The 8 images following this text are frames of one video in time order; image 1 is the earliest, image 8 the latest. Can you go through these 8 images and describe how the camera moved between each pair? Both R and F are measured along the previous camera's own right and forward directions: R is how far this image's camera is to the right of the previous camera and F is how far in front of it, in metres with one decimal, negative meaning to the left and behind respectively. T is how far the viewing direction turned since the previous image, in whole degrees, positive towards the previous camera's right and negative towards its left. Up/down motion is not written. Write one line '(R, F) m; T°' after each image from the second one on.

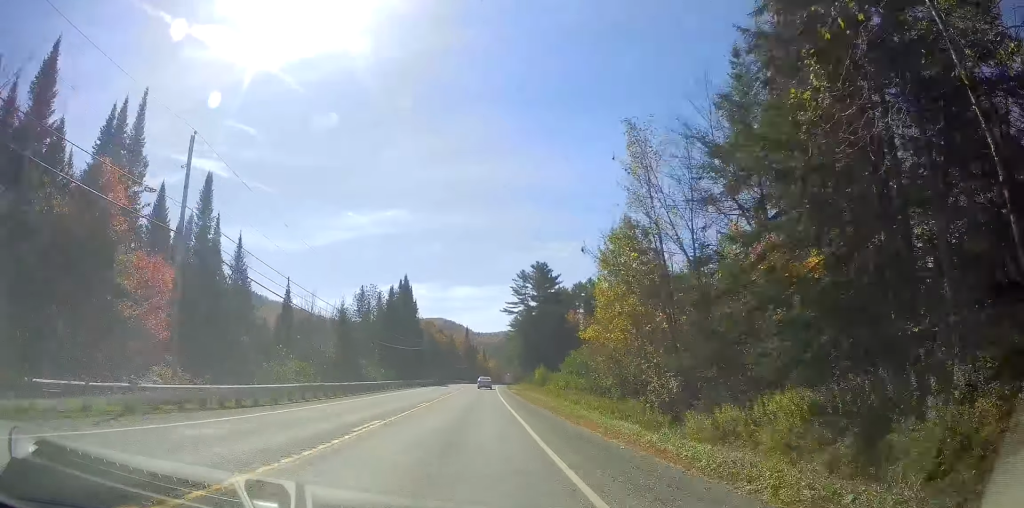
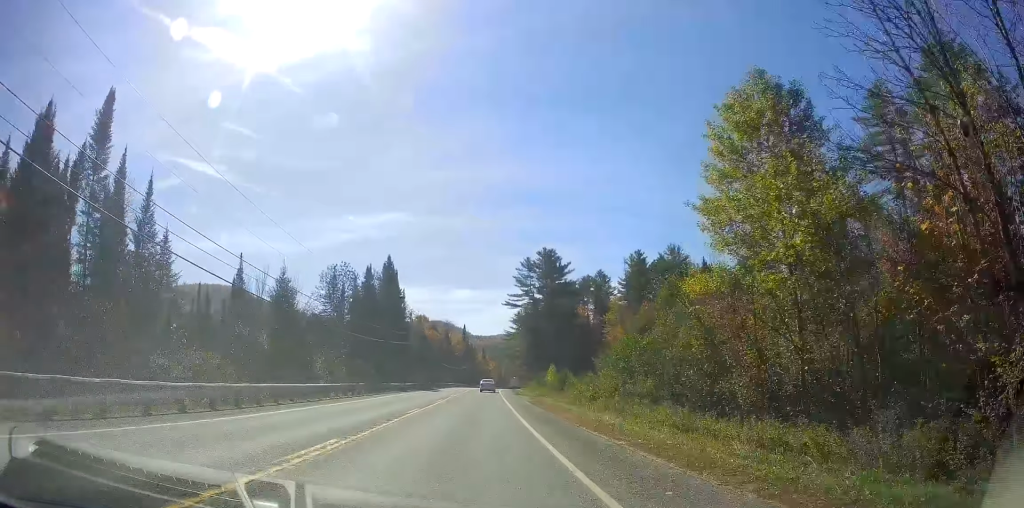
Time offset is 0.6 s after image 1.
(0.0, +17.9) m; 0°
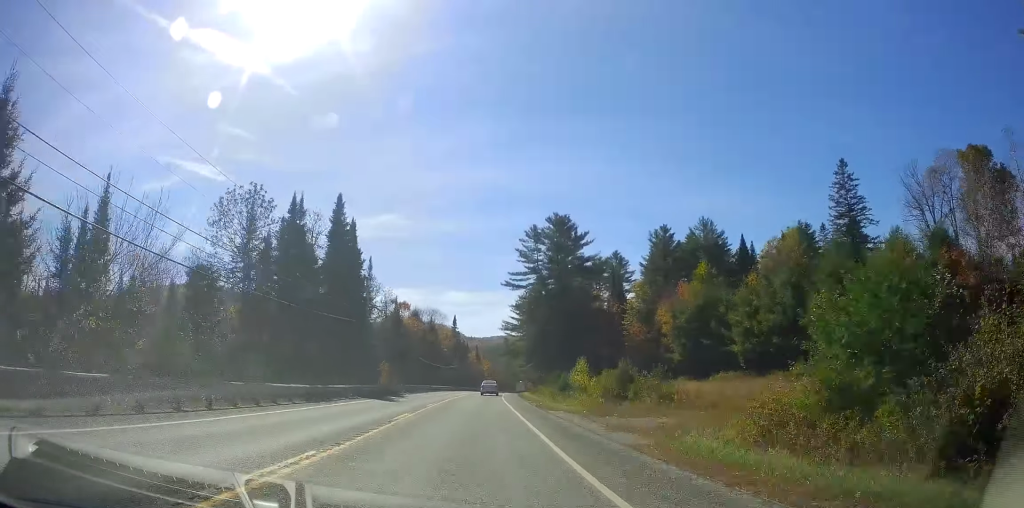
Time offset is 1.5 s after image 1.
(-0.1, +27.8) m; 0°
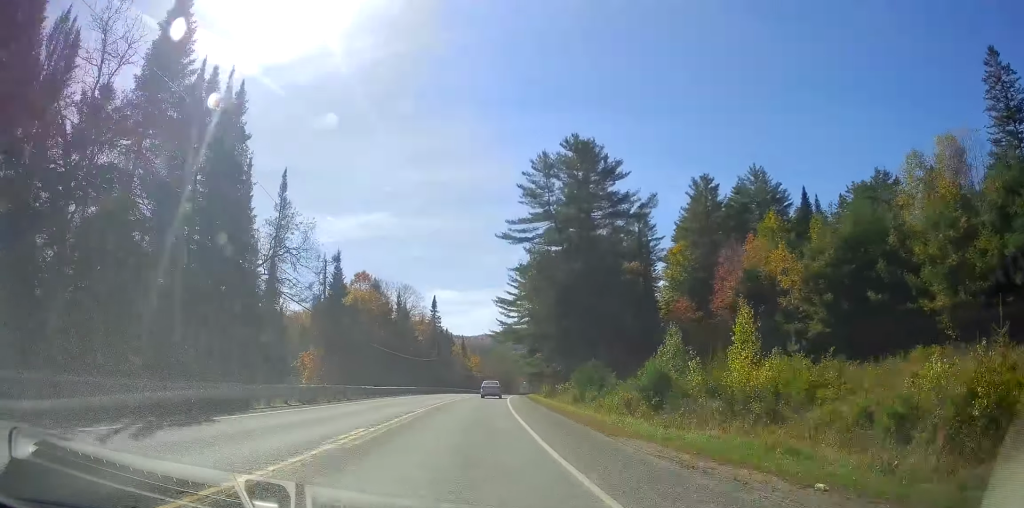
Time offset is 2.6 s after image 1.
(0.0, +32.2) m; +1°
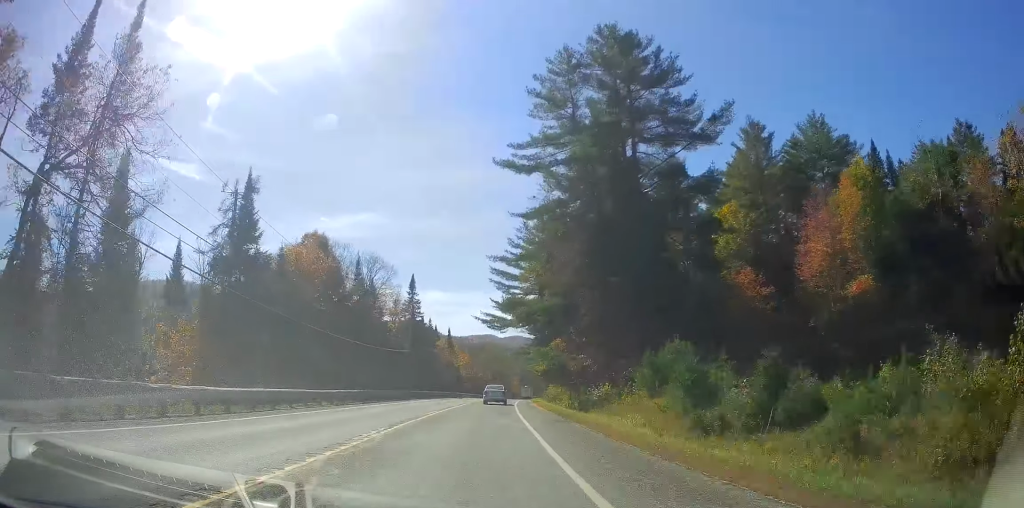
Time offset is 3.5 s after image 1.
(+0.1, +24.2) m; +2°
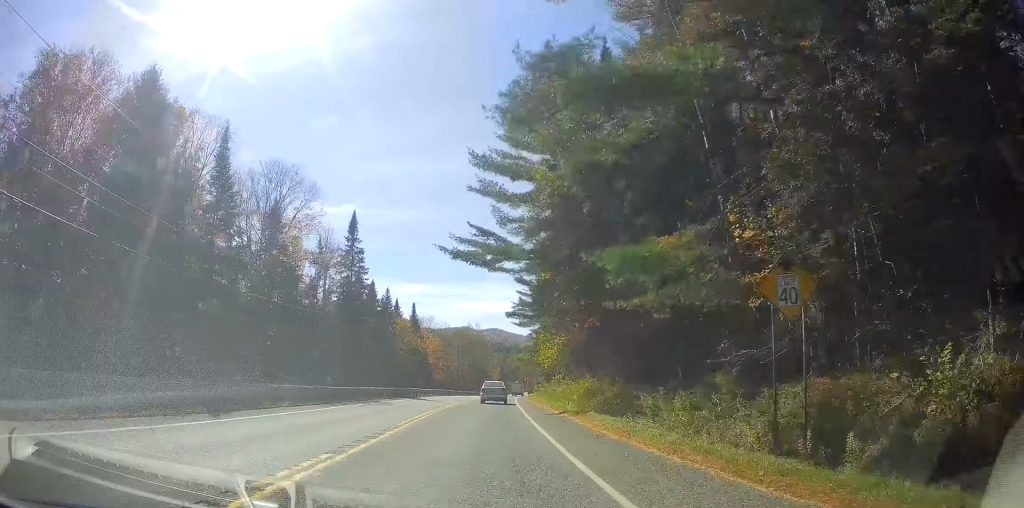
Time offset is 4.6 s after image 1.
(+1.0, +33.1) m; +3°
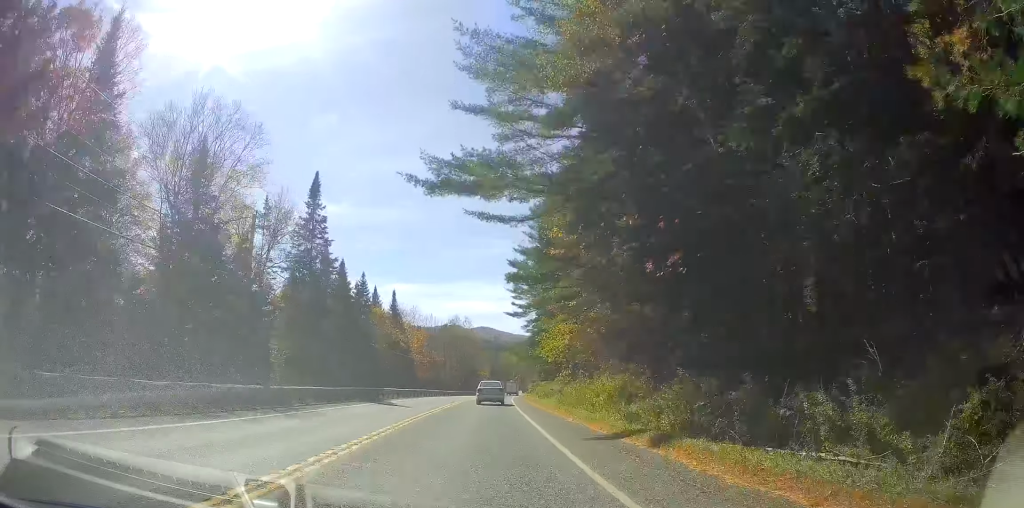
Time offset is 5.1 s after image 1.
(+0.3, +12.8) m; +1°
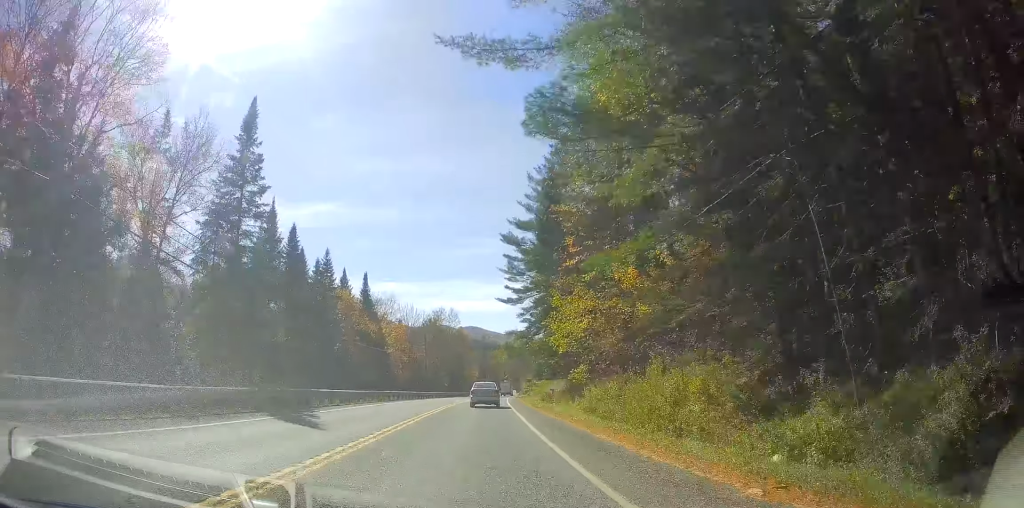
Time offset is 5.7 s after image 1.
(+0.2, +15.4) m; 0°
